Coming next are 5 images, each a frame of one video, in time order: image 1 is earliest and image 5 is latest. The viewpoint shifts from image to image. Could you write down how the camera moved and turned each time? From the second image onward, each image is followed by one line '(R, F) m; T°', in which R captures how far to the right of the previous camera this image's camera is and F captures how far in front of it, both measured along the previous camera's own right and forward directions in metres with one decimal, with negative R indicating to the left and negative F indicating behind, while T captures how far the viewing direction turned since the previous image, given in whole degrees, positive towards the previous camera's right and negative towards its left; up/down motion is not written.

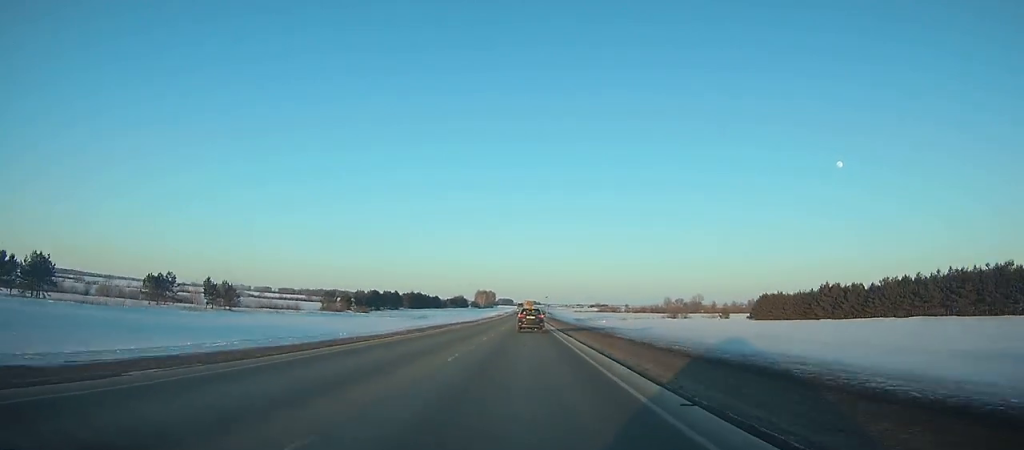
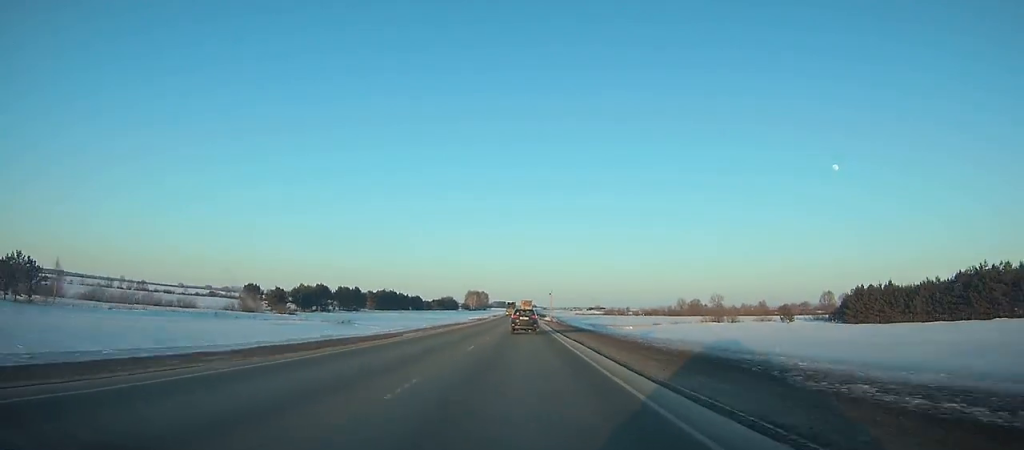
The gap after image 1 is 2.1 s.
(-0.1, +53.6) m; 0°
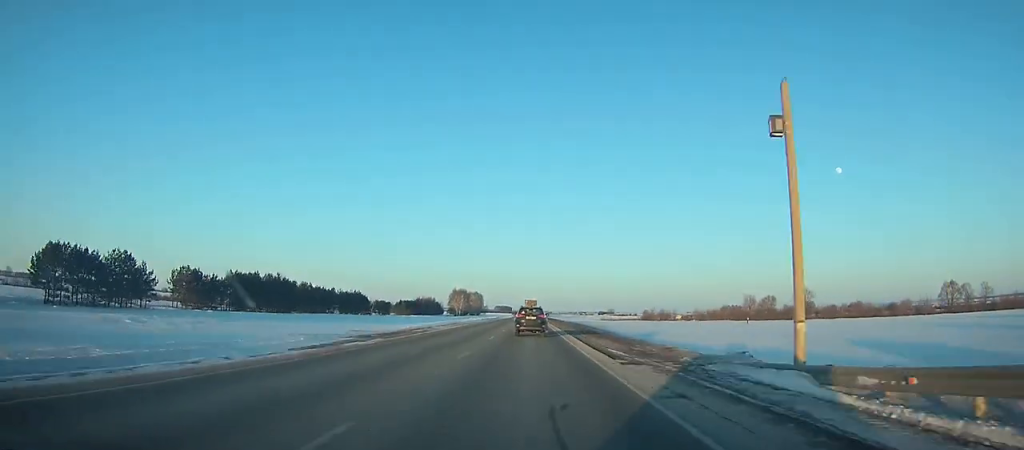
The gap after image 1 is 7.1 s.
(+0.4, +125.6) m; 0°
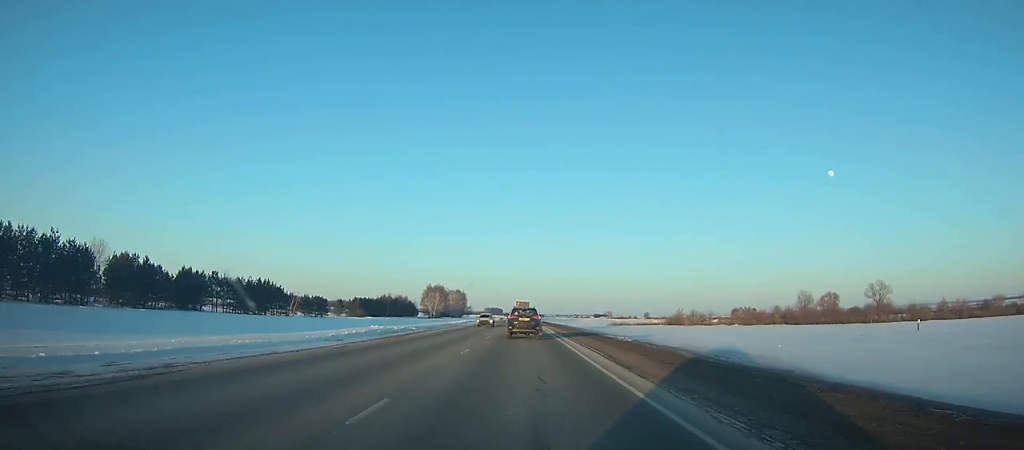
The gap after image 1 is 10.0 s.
(+0.1, +70.9) m; 0°
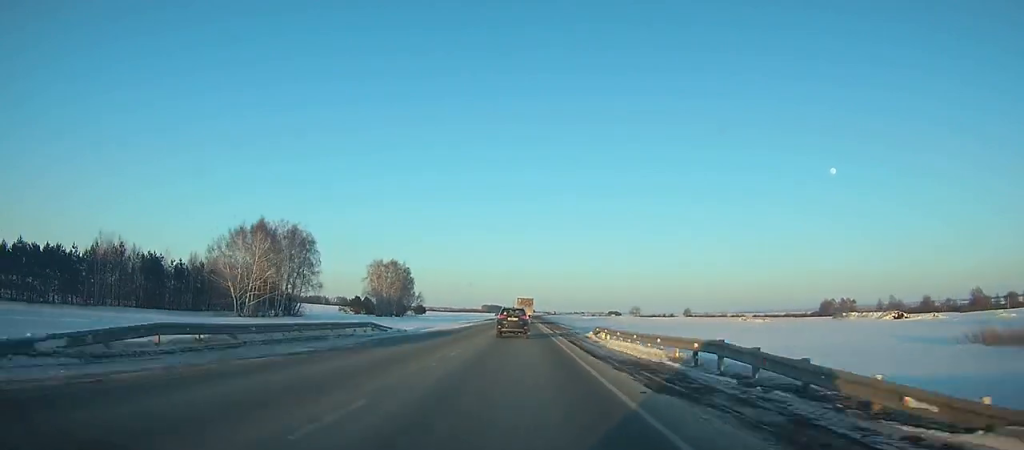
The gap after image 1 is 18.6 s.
(+0.2, +204.5) m; 0°
